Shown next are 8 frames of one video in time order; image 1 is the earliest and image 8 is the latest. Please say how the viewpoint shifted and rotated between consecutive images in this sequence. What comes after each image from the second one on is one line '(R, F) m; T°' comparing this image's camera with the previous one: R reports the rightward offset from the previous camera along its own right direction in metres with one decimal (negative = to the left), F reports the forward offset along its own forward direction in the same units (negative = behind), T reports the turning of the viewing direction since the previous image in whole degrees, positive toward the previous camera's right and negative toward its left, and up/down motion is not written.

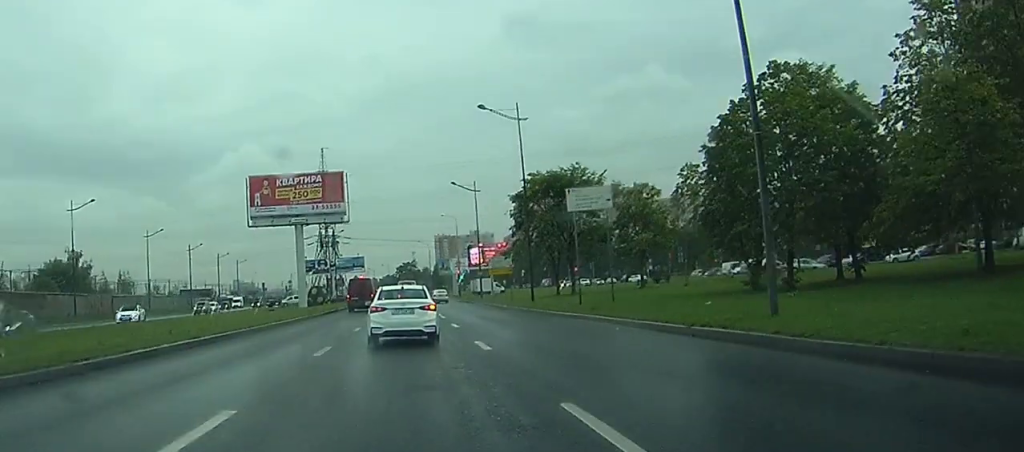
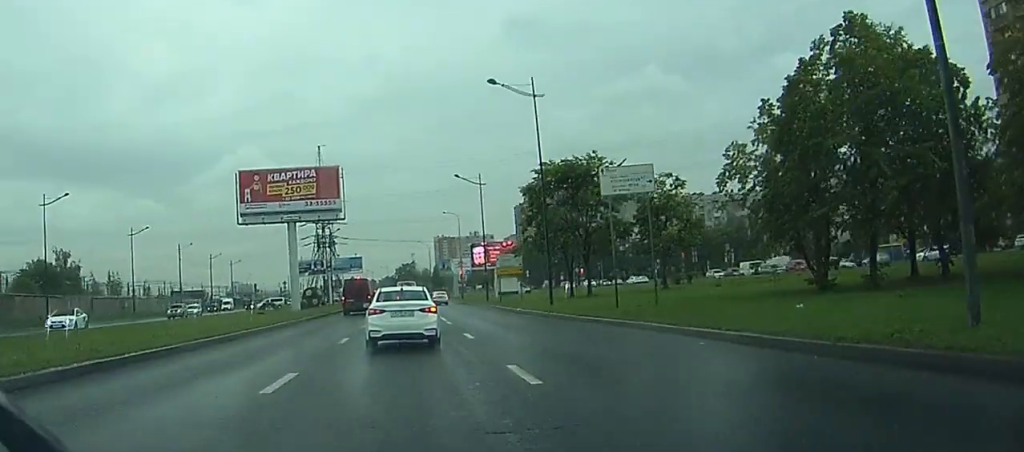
(0.0, +7.4) m; 0°
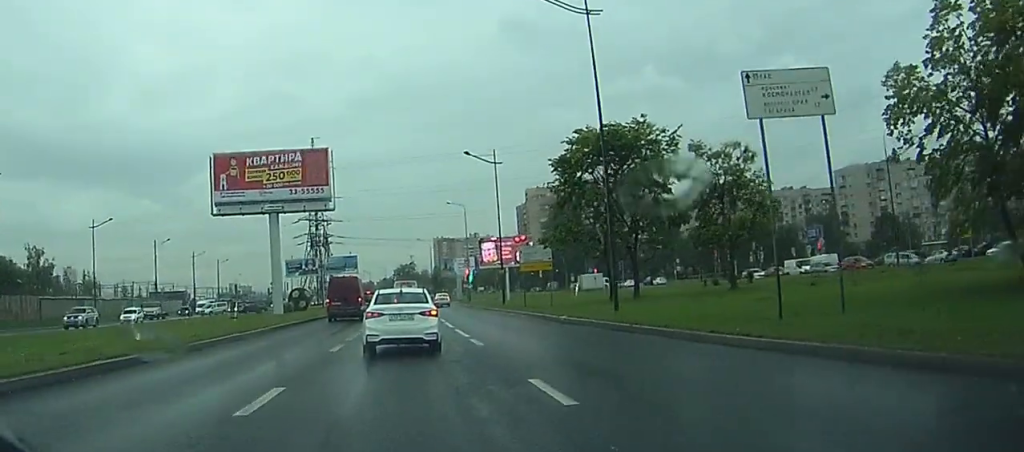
(0.0, +16.4) m; 0°
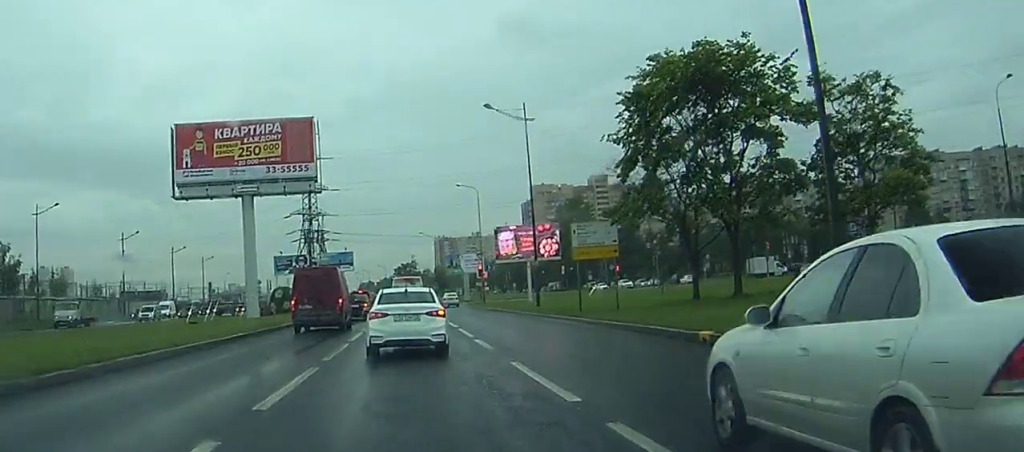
(-0.2, +18.5) m; -1°
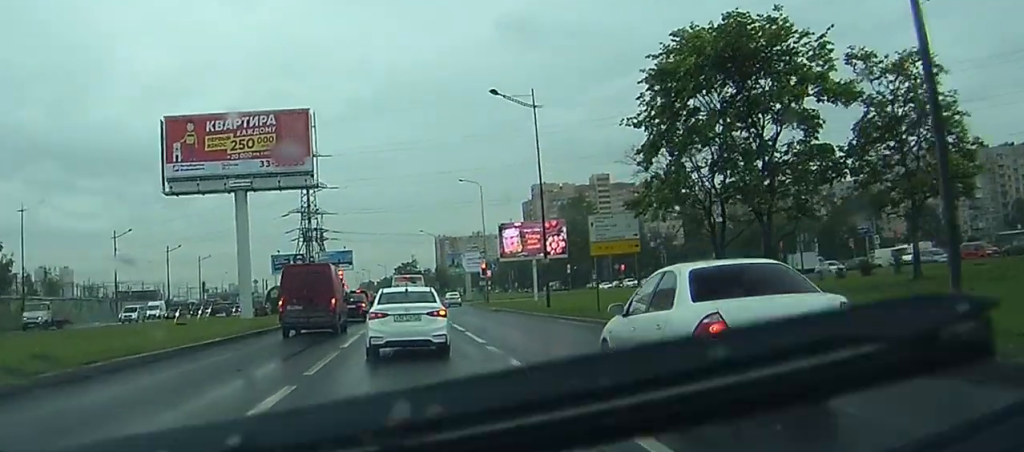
(0.0, +3.8) m; +1°
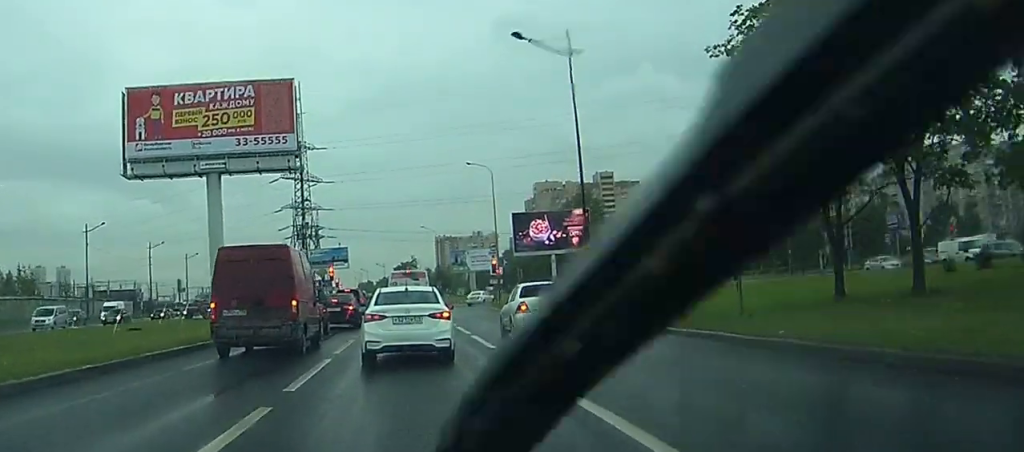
(+0.4, +11.6) m; +1°
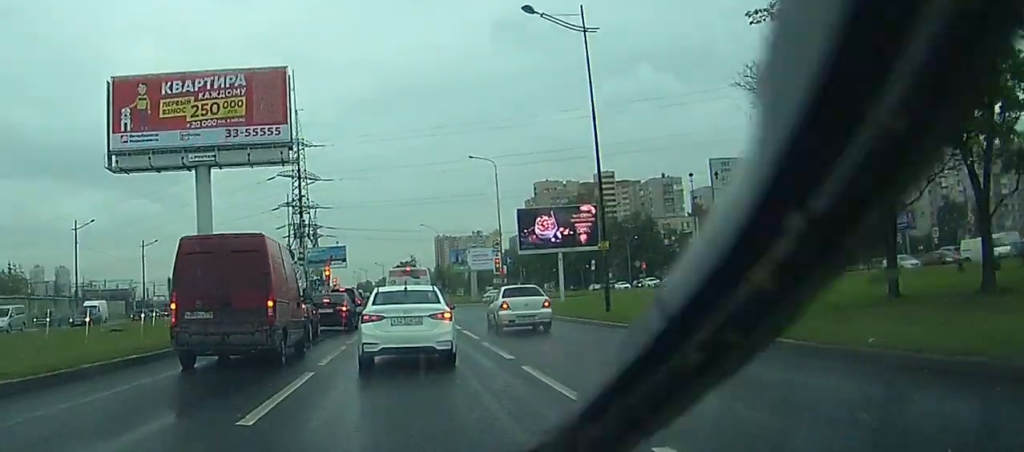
(-0.1, +3.5) m; -1°
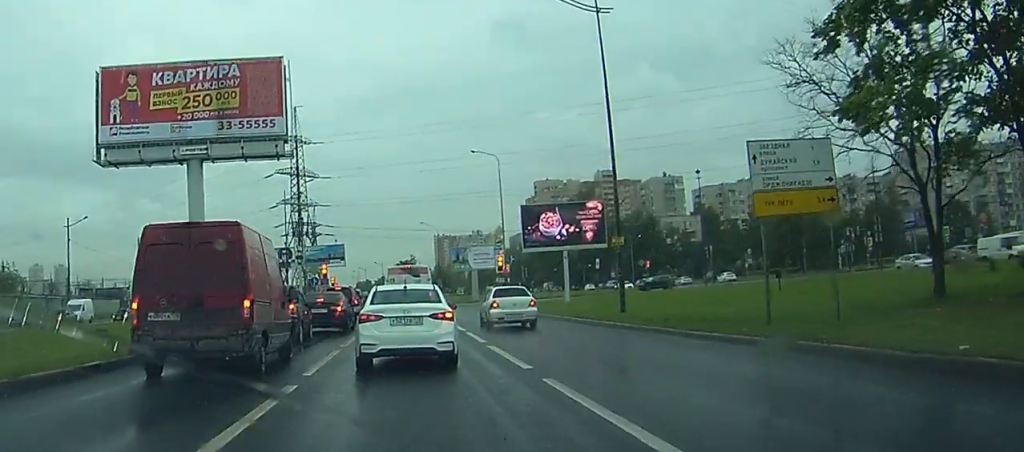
(-0.1, +2.5) m; -1°
